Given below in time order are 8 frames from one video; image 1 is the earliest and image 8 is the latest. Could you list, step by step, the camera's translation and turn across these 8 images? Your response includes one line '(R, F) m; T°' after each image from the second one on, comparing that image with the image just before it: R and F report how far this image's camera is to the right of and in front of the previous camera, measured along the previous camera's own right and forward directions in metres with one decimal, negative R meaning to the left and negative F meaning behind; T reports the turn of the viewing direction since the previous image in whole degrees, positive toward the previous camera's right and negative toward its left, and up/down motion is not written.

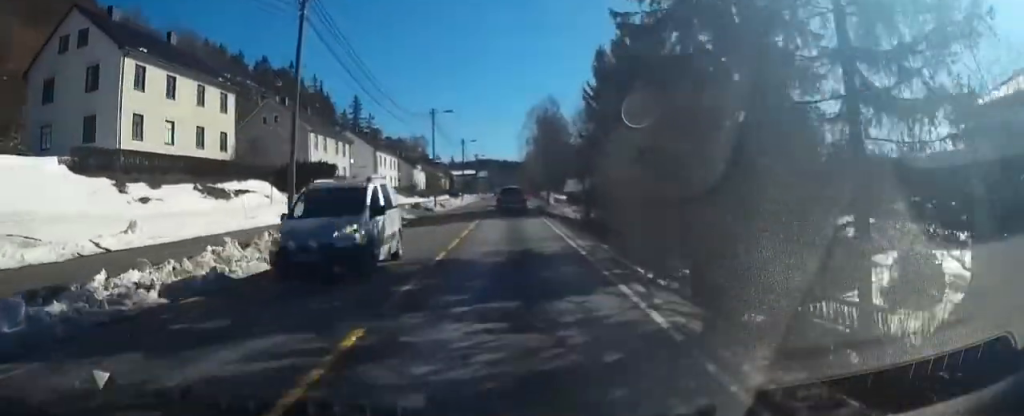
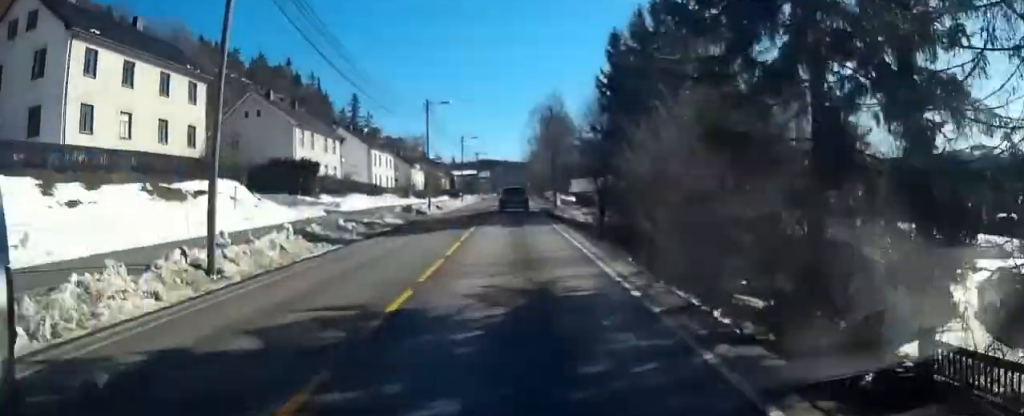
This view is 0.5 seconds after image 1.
(0.0, +5.3) m; 0°
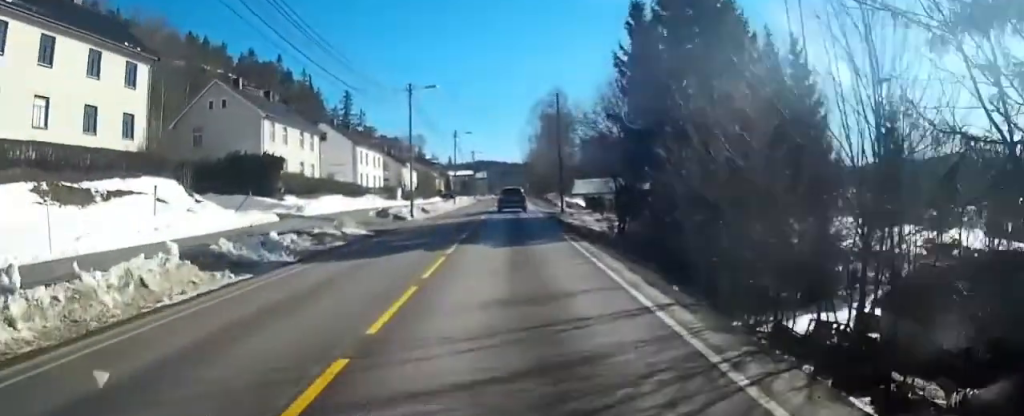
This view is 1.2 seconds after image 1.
(+0.3, +7.4) m; 0°
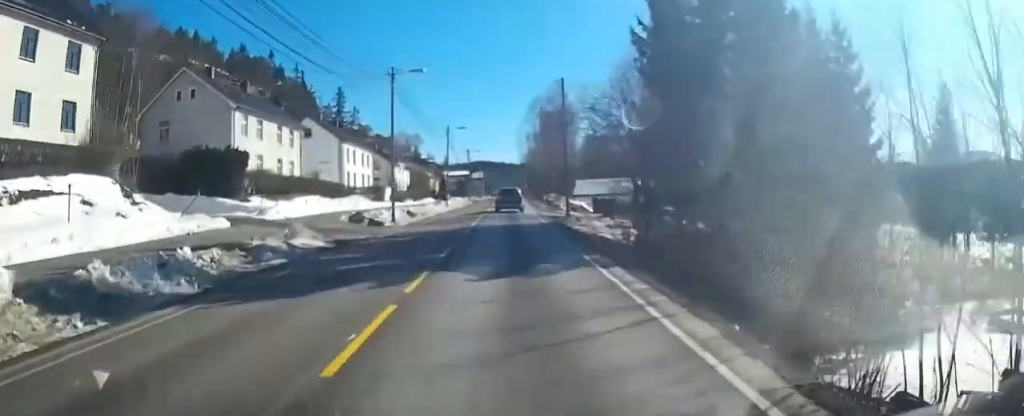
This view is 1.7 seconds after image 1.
(-0.1, +5.3) m; 0°
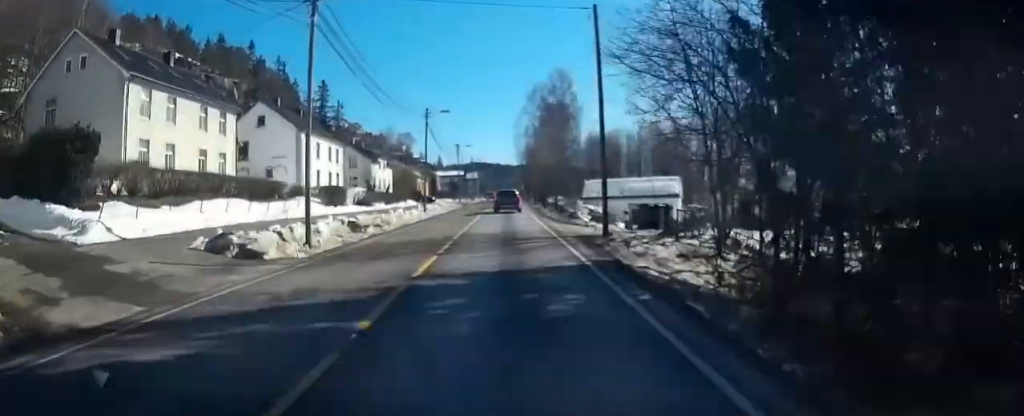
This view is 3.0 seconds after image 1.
(0.0, +14.0) m; 0°
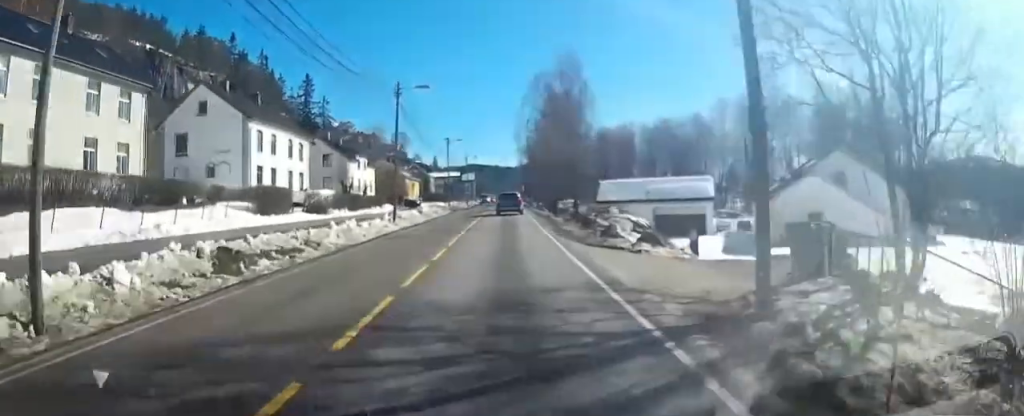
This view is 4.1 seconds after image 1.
(-0.1, +12.4) m; 0°
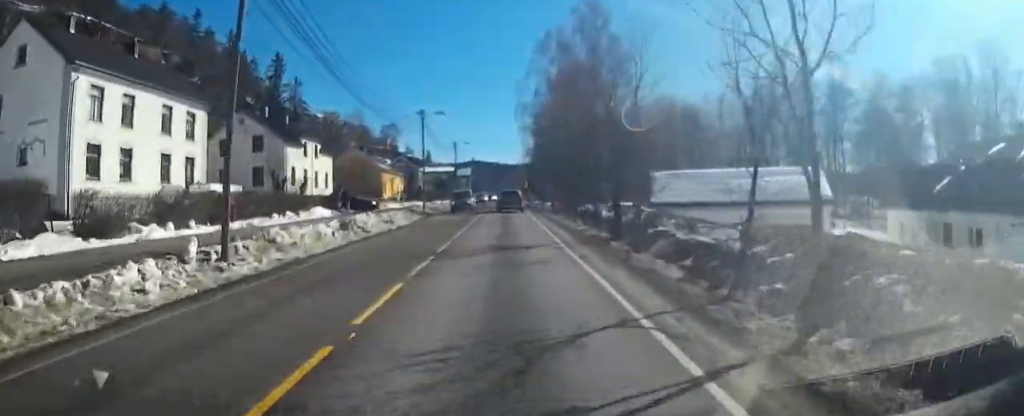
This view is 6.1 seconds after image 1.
(+0.7, +22.1) m; +2°
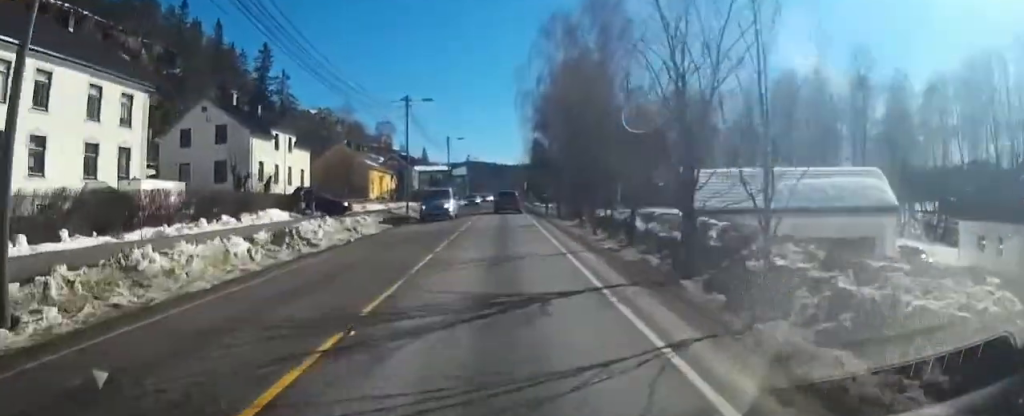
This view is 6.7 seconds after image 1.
(0.0, +7.2) m; -1°
